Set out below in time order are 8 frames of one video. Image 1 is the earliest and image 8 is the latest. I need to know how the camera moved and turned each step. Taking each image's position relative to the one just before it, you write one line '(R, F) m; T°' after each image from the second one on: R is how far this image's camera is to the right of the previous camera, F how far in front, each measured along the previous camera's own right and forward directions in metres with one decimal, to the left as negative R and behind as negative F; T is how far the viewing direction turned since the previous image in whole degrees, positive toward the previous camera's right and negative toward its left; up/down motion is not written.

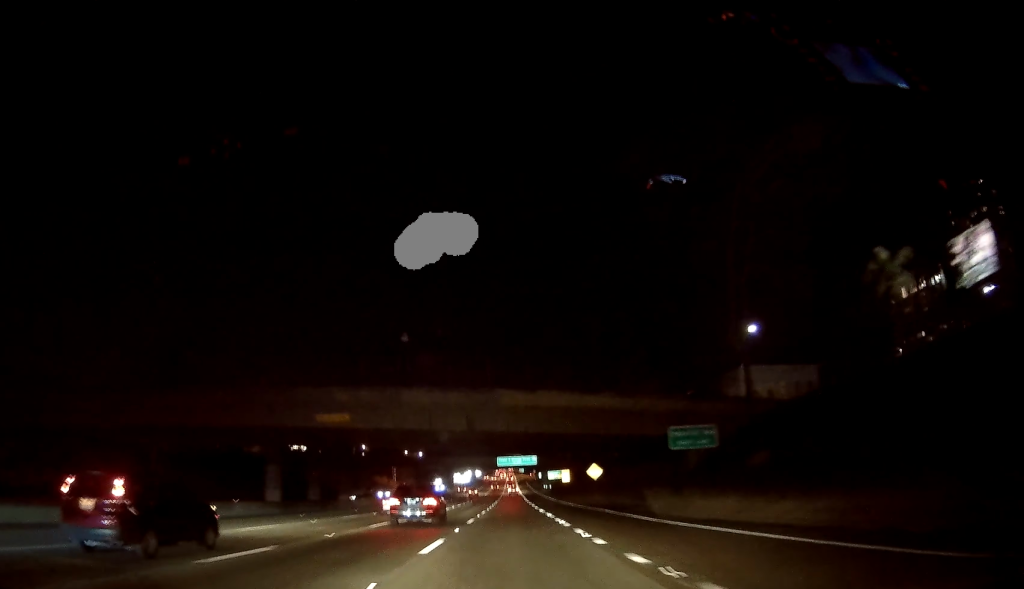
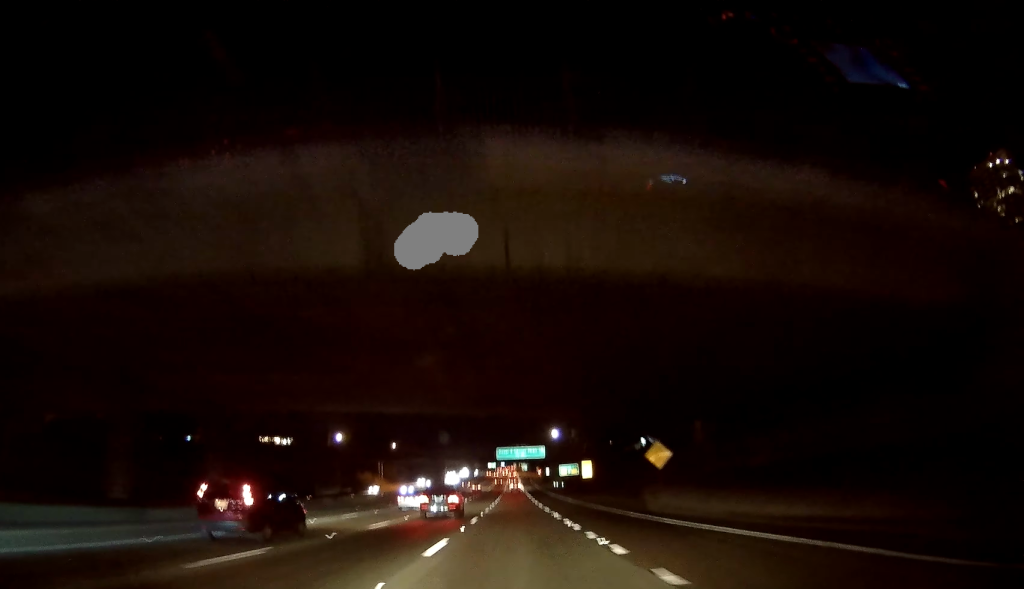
(0.0, +29.9) m; 0°
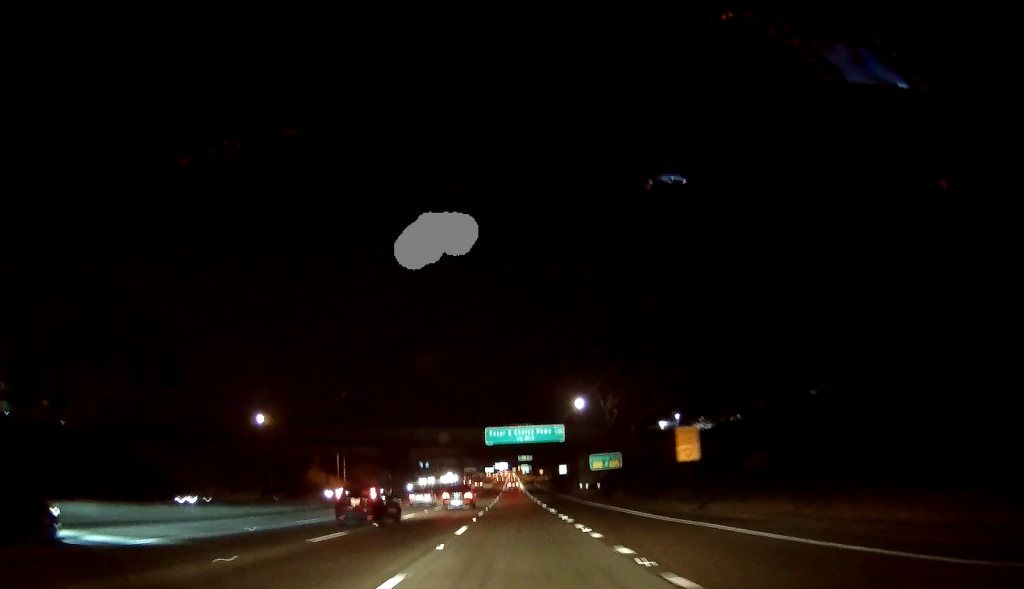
(0.0, +52.2) m; 0°
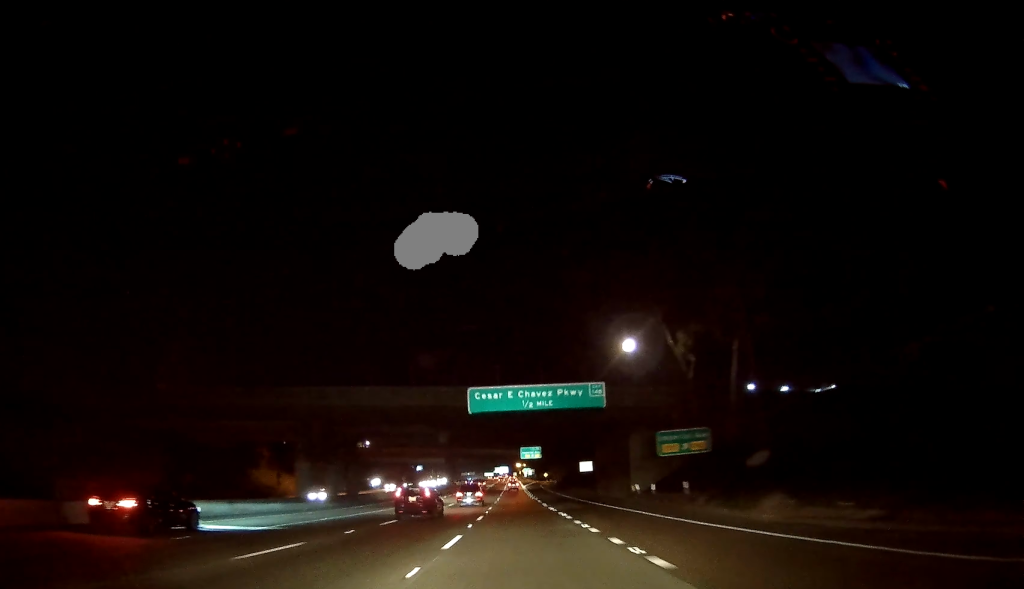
(0.0, +34.7) m; 0°
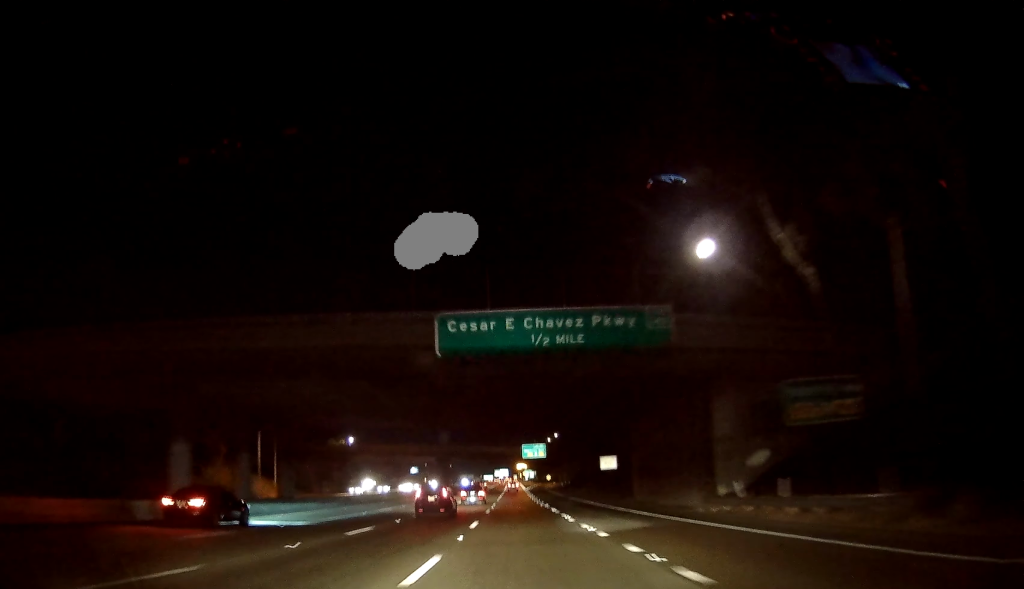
(0.0, +20.2) m; 0°
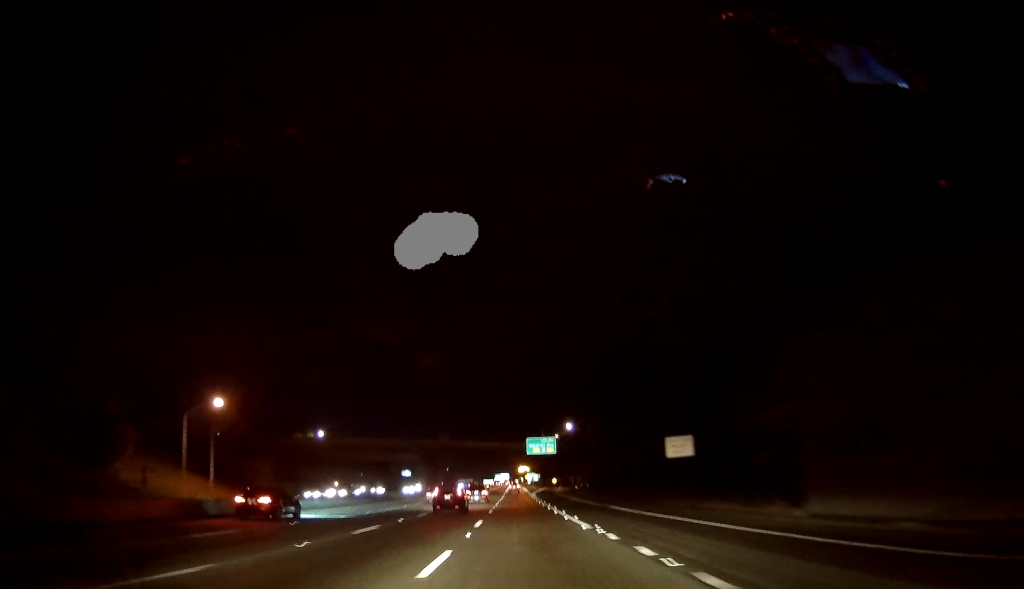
(0.0, +29.0) m; 0°
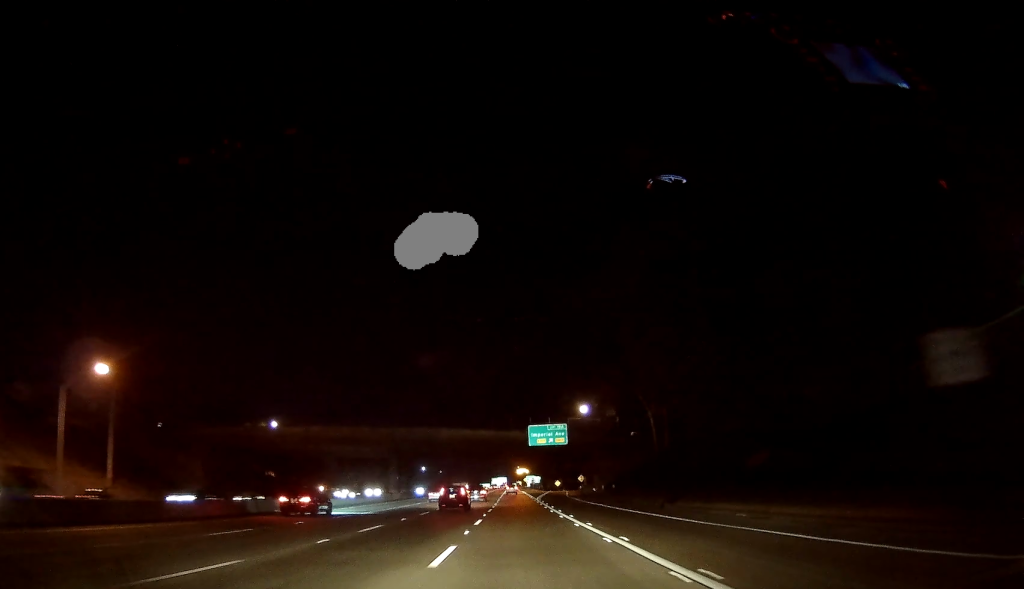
(0.0, +27.9) m; 0°
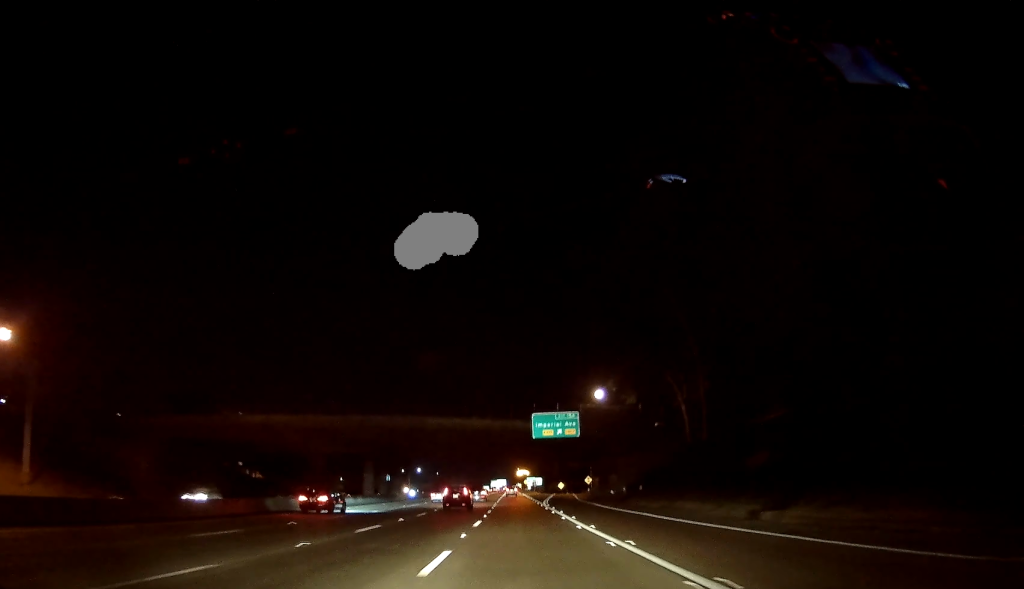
(0.0, +15.7) m; 0°
